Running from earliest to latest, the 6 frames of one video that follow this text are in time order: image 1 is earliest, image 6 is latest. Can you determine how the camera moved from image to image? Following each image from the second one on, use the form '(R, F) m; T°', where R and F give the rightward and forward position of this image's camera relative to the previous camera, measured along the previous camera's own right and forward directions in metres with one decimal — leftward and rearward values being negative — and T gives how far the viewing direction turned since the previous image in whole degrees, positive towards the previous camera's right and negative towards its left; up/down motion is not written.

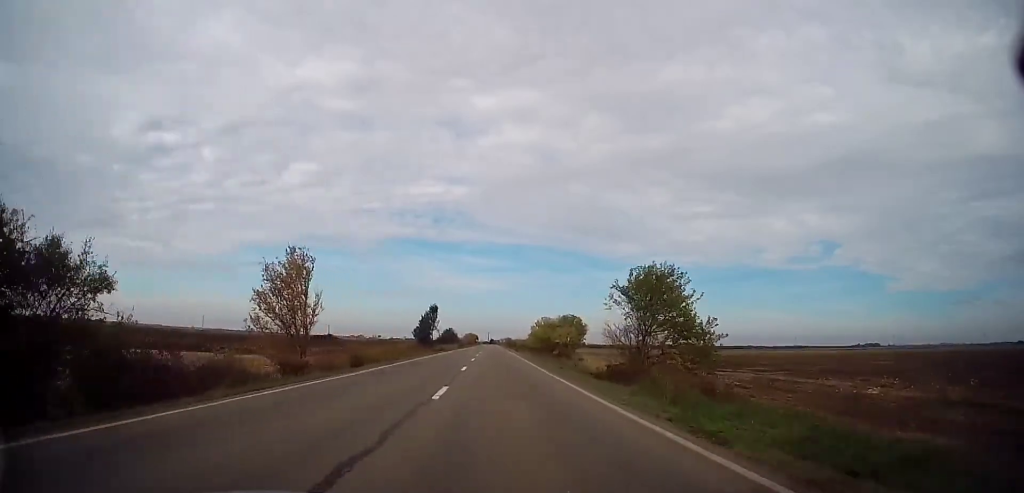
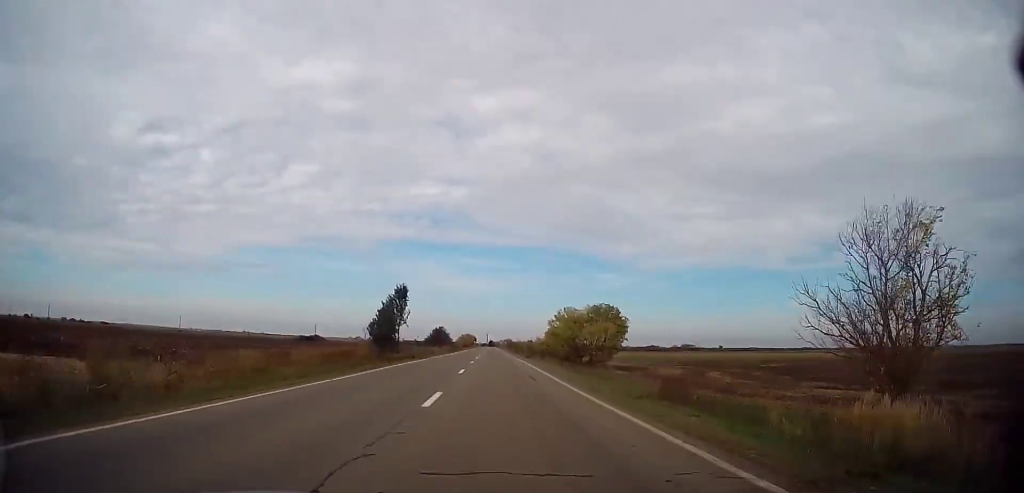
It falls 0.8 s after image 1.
(+0.1, +23.8) m; 0°
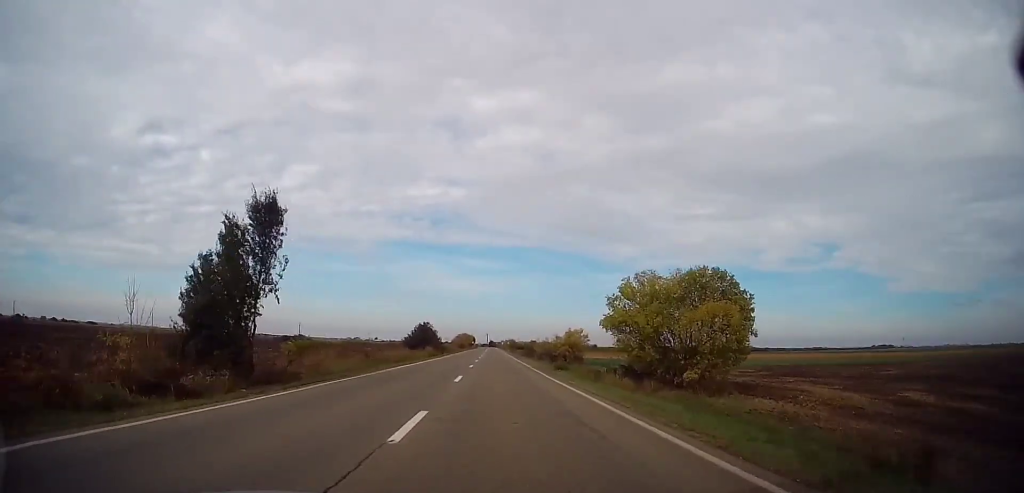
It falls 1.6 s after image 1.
(0.0, +26.5) m; 0°
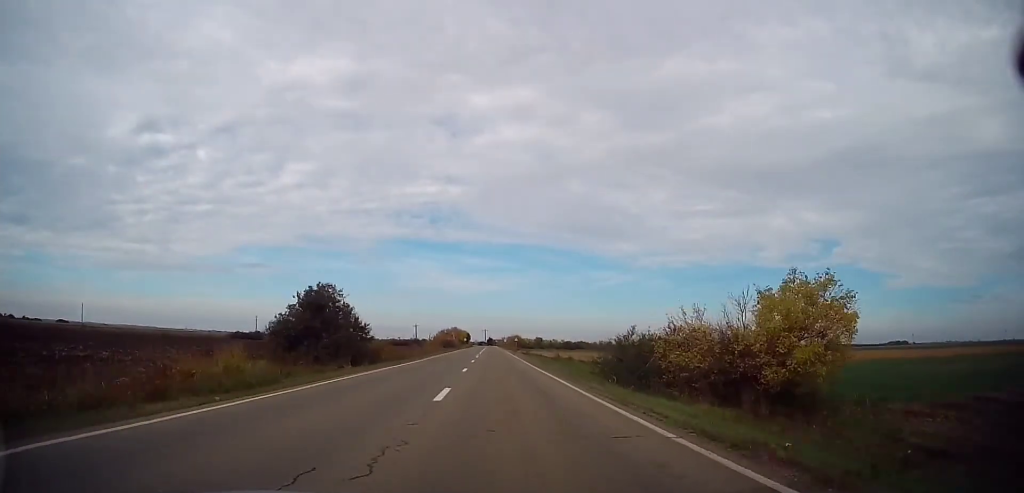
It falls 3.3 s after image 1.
(-0.3, +52.4) m; 0°
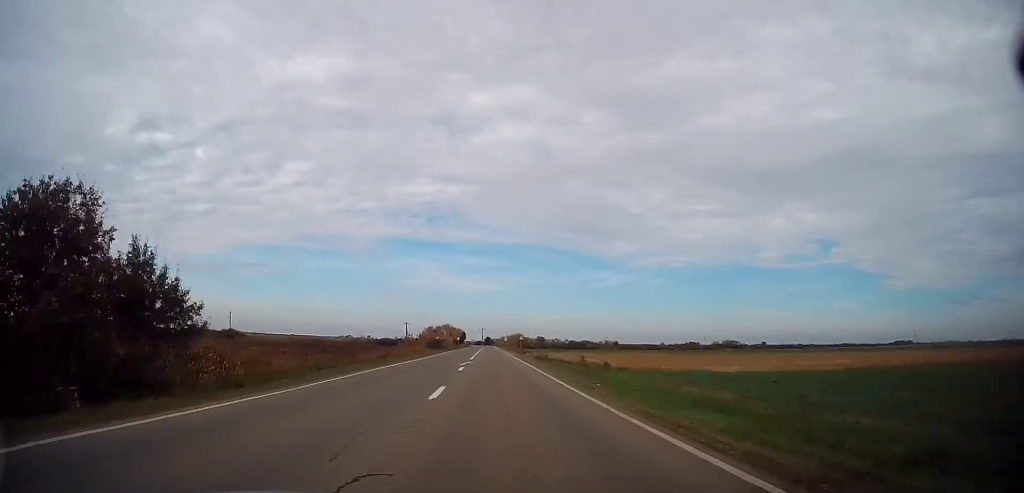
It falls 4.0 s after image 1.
(+0.1, +22.7) m; 0°
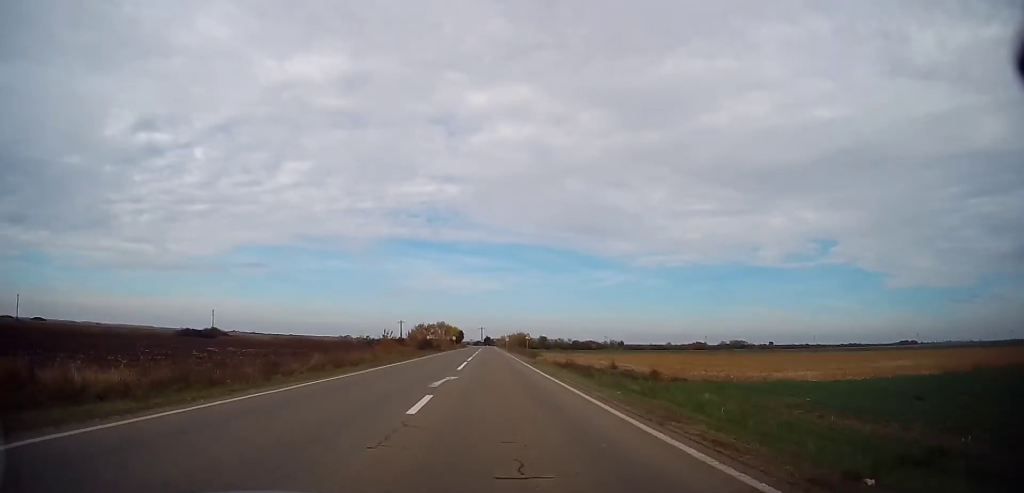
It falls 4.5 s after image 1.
(+0.1, +13.9) m; 0°
